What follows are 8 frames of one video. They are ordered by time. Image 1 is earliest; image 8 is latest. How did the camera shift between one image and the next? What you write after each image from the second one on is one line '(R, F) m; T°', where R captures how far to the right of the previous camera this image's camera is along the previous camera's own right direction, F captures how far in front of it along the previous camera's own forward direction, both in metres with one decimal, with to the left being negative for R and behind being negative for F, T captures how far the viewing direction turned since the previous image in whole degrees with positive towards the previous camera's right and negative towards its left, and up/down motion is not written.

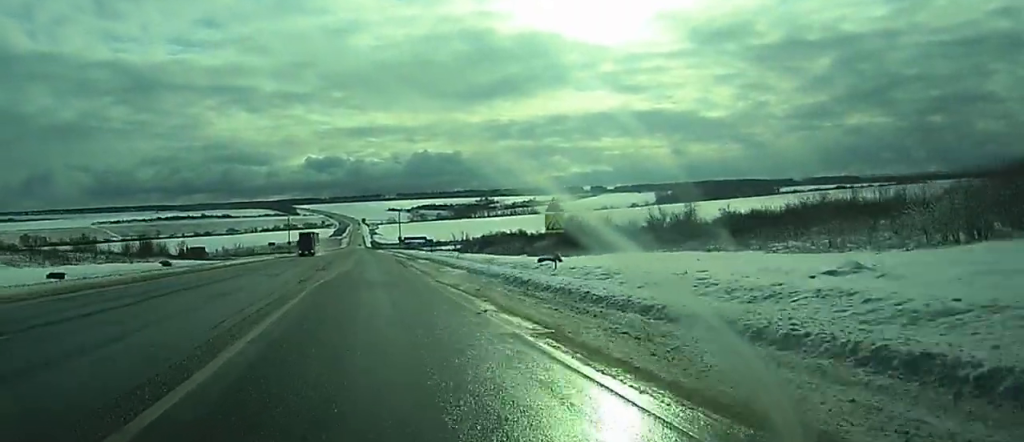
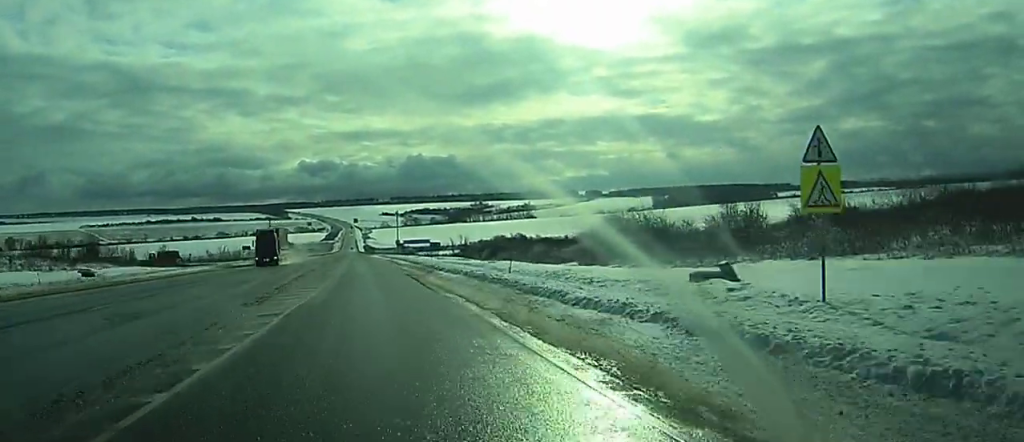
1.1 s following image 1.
(0.0, +26.6) m; 0°
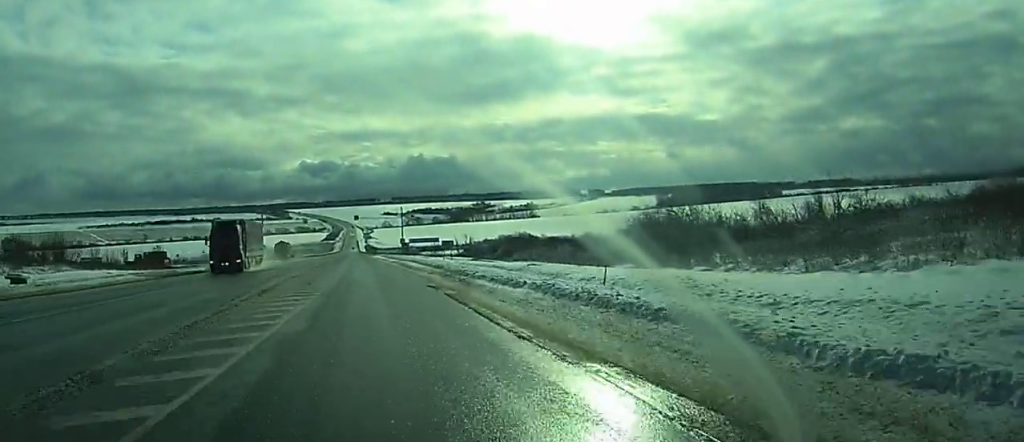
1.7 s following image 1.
(0.0, +15.9) m; +1°
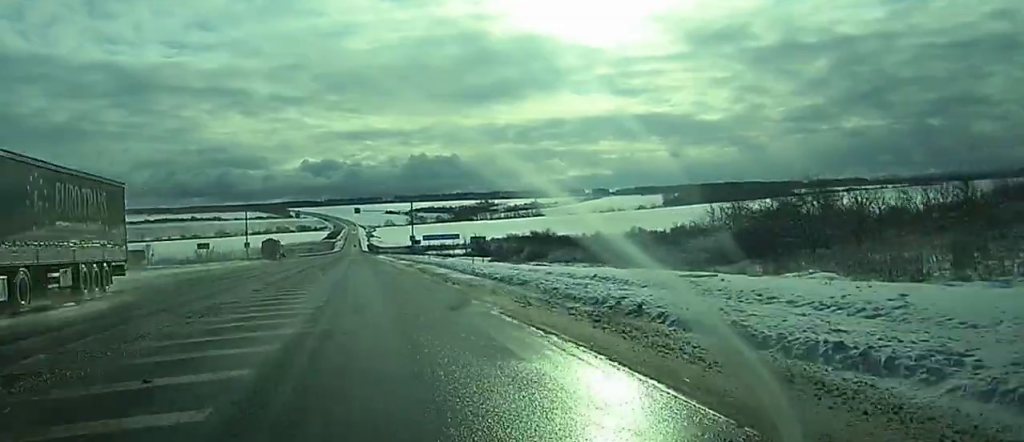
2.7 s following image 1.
(+0.2, +26.3) m; +1°
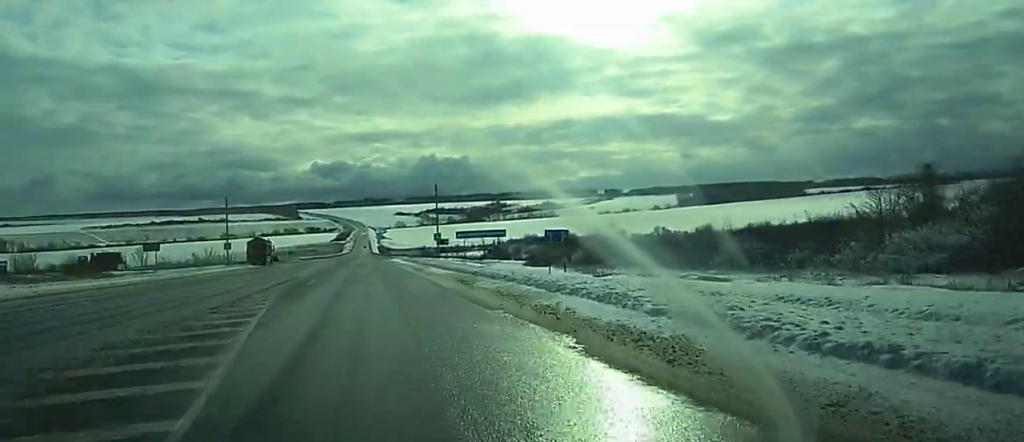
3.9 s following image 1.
(+0.1, +29.9) m; -1°
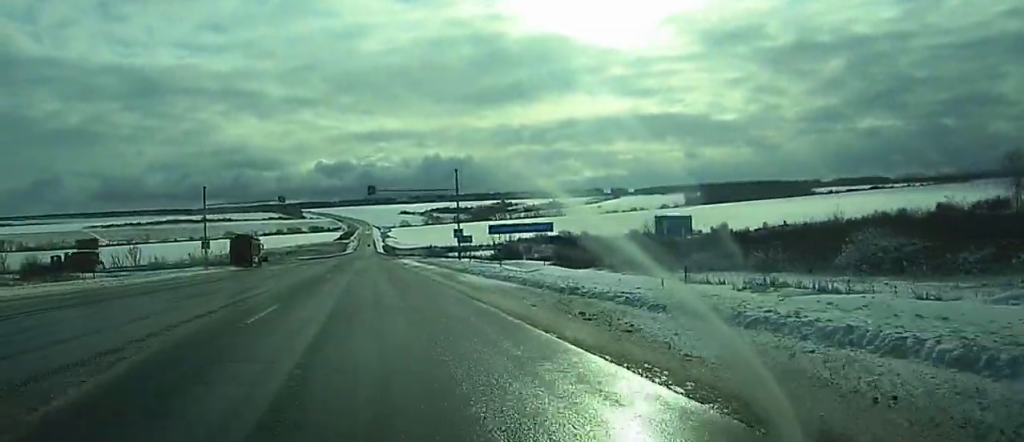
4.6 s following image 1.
(-0.3, +18.2) m; -1°
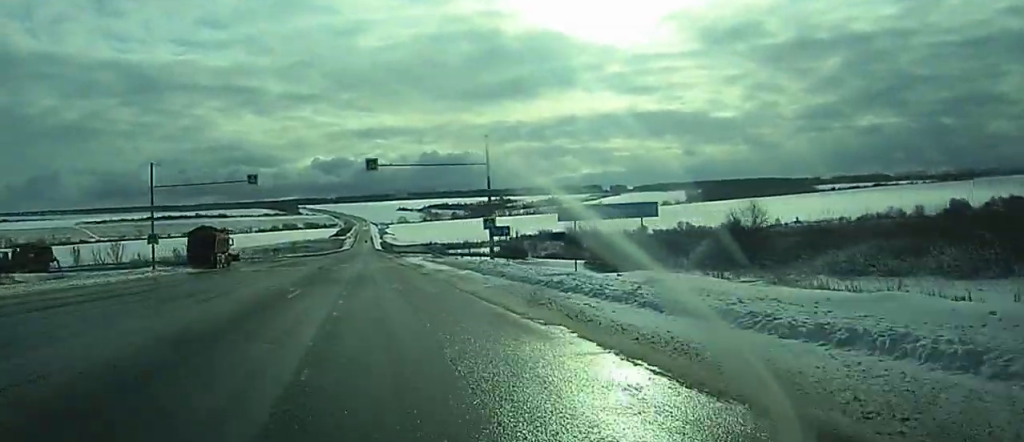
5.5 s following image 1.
(-0.1, +22.0) m; 0°
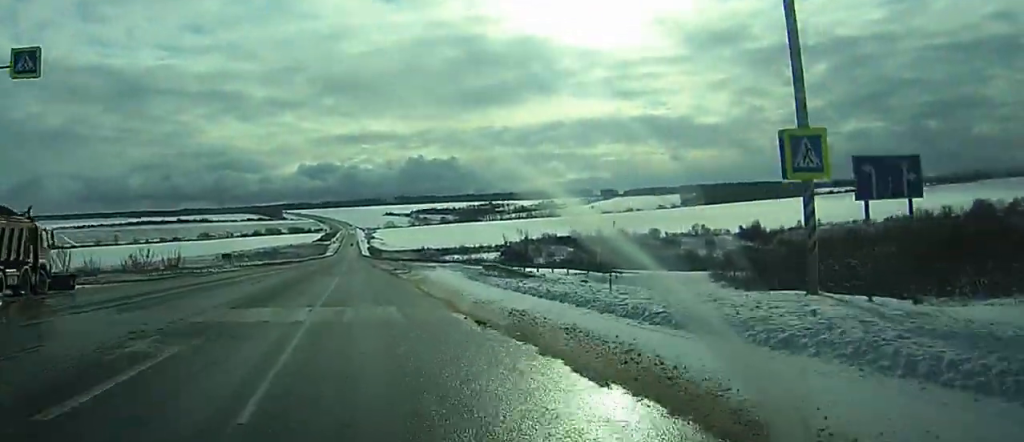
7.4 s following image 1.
(+0.3, +44.7) m; +1°
